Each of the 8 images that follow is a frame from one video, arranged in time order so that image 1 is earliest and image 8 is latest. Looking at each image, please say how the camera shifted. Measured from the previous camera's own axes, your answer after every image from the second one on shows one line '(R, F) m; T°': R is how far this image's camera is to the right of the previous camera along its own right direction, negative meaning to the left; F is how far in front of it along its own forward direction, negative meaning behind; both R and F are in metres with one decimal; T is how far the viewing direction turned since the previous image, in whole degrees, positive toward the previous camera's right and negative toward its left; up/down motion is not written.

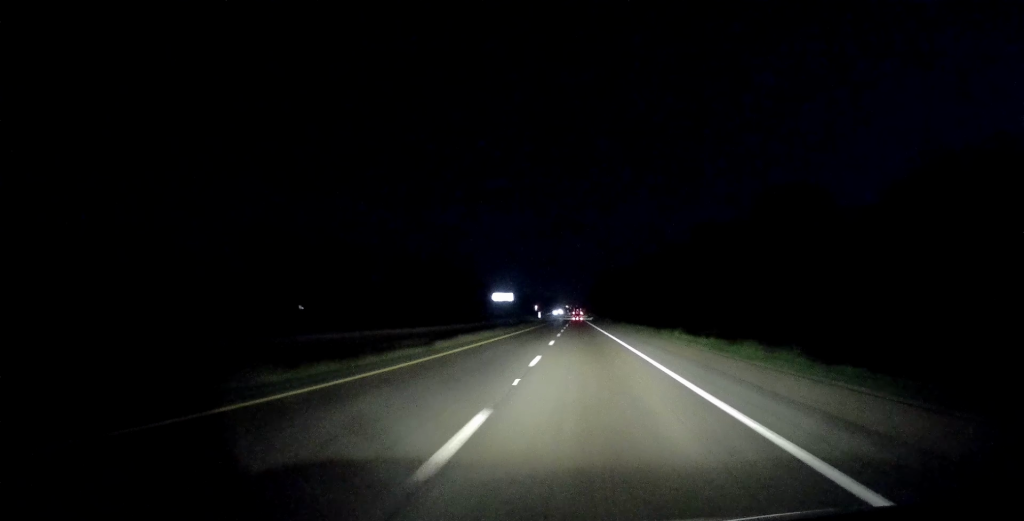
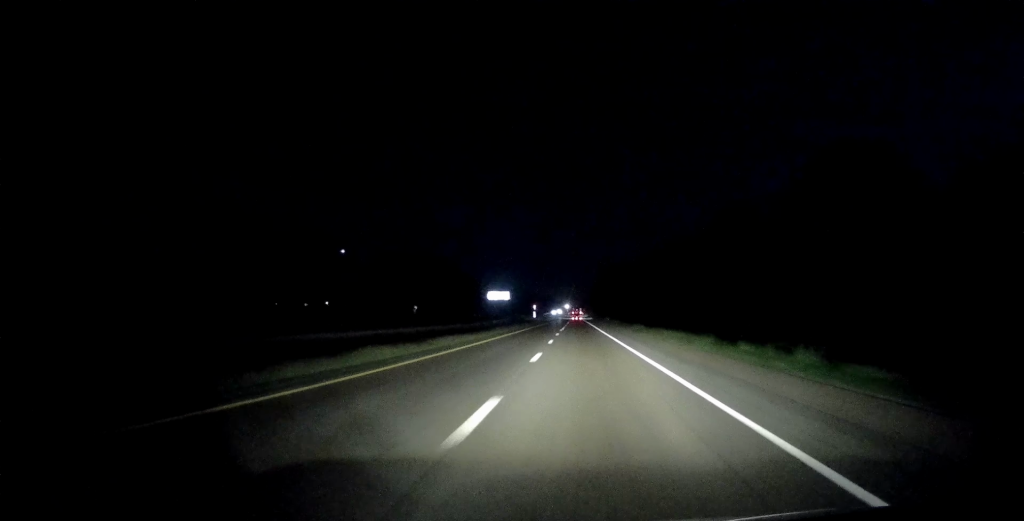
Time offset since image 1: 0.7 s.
(+0.1, +23.0) m; -1°
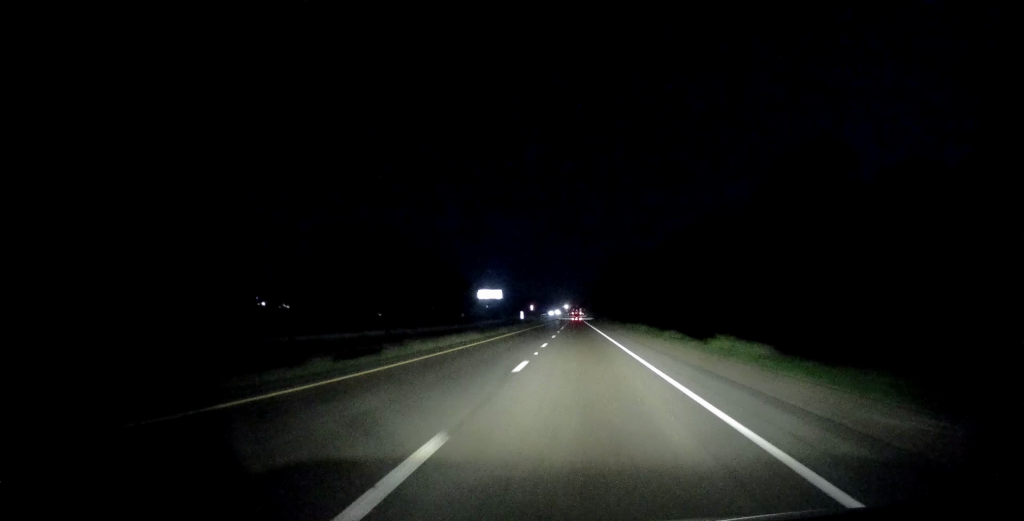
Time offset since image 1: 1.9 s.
(-0.6, +39.4) m; -1°
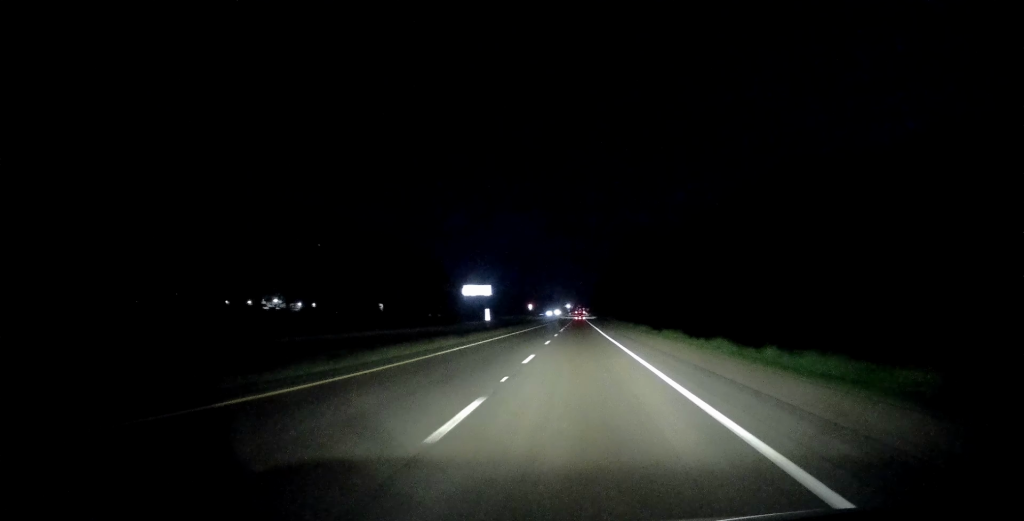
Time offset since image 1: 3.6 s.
(+0.7, +57.1) m; 0°
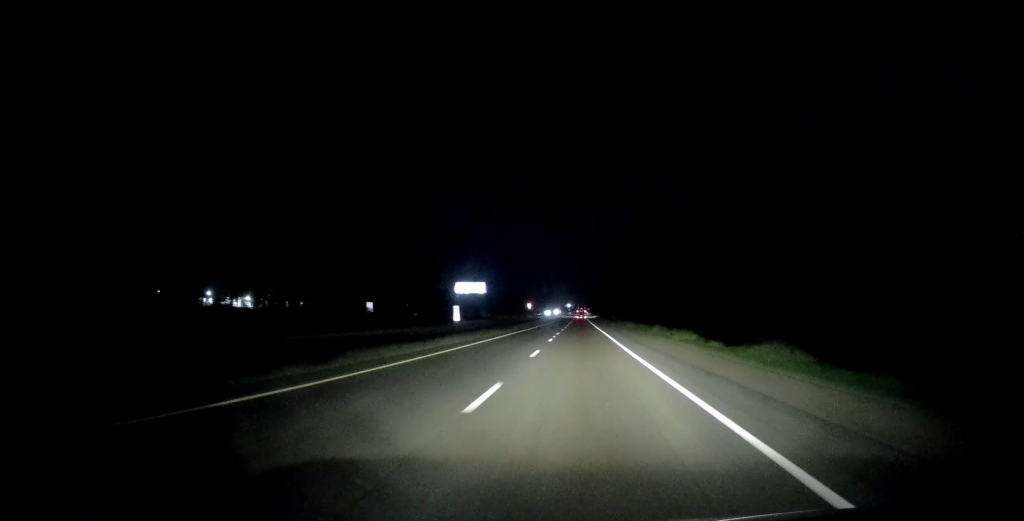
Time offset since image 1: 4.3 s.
(-0.4, +21.9) m; 0°
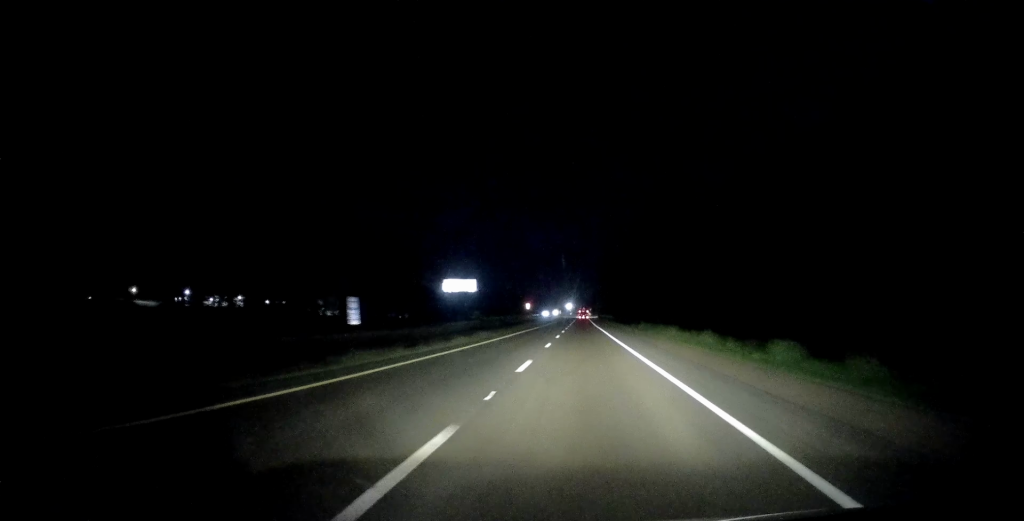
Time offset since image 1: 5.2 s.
(-0.1, +29.5) m; 0°
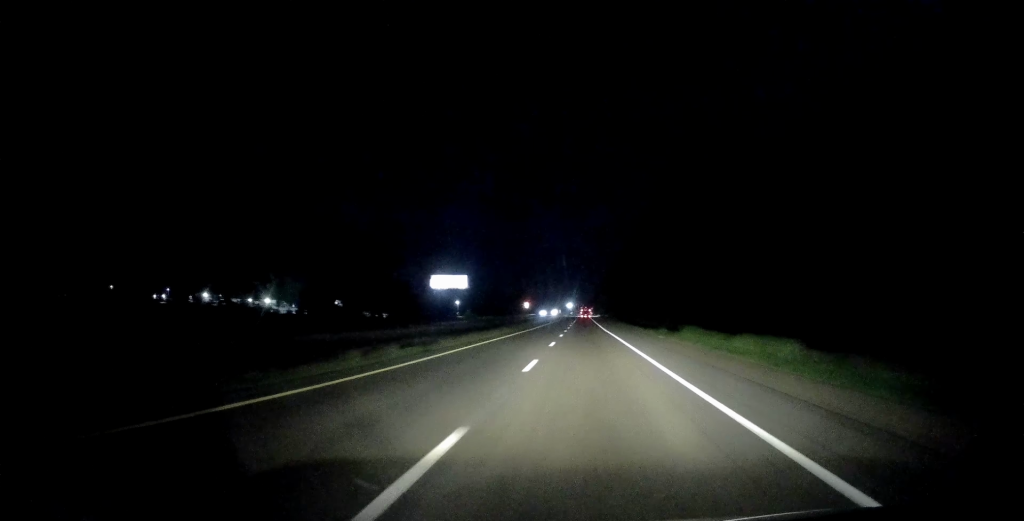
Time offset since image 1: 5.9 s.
(+0.4, +24.1) m; 0°
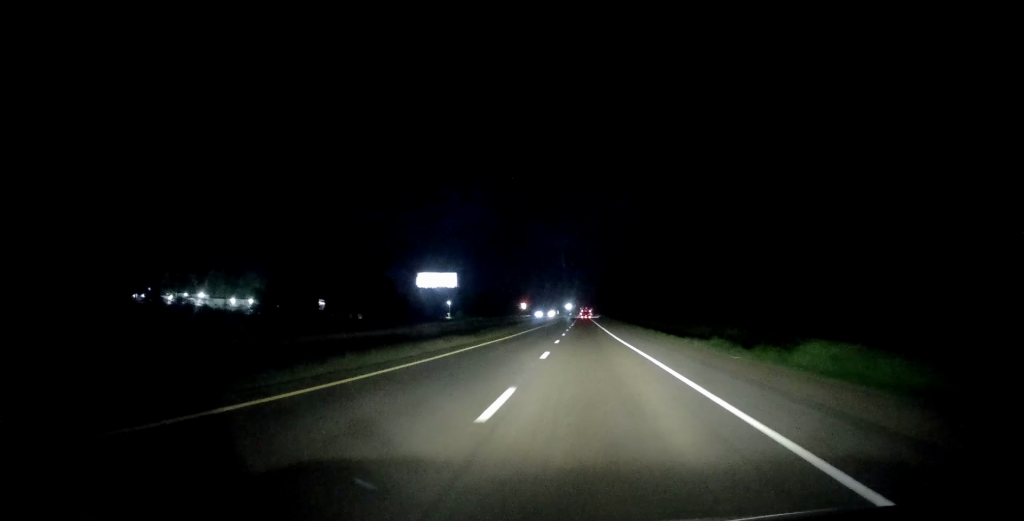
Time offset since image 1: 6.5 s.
(-0.4, +19.7) m; 0°
